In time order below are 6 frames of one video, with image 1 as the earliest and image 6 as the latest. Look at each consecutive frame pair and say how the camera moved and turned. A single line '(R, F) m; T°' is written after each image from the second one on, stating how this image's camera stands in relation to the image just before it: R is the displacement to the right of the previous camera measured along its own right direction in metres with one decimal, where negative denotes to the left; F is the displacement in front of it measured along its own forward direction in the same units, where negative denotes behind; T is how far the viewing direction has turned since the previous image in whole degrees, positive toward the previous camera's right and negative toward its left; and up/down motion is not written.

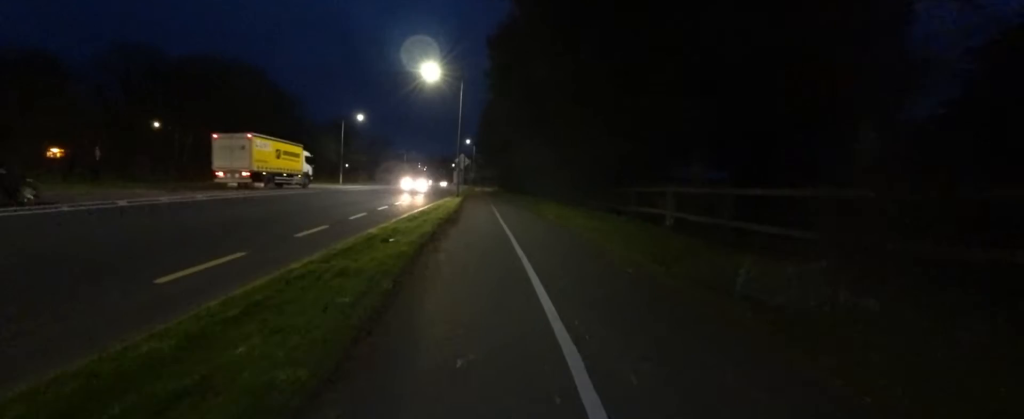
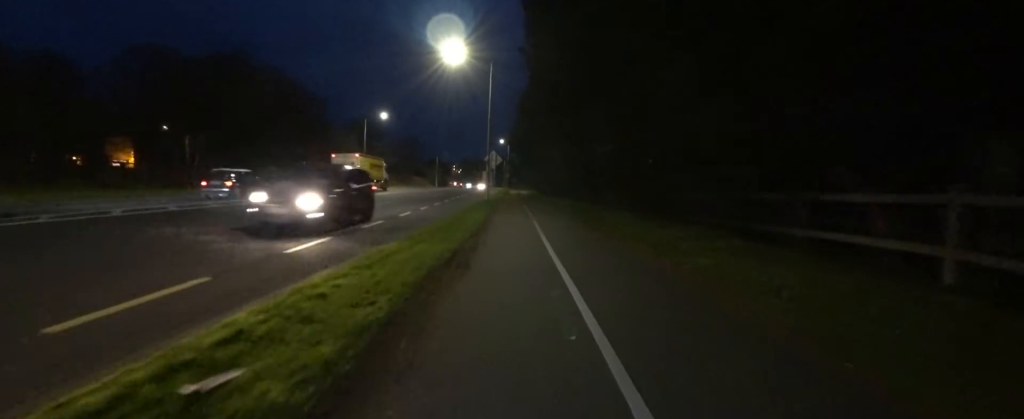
(-0.3, +6.2) m; 0°
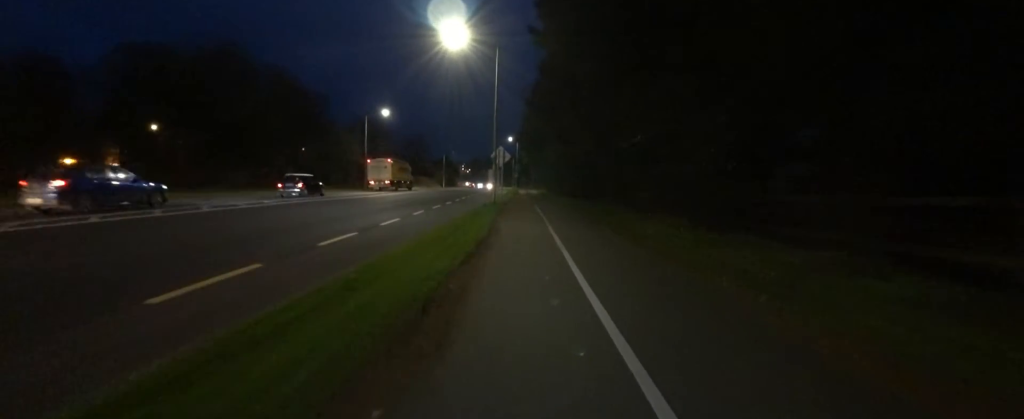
(0.0, +3.3) m; +2°
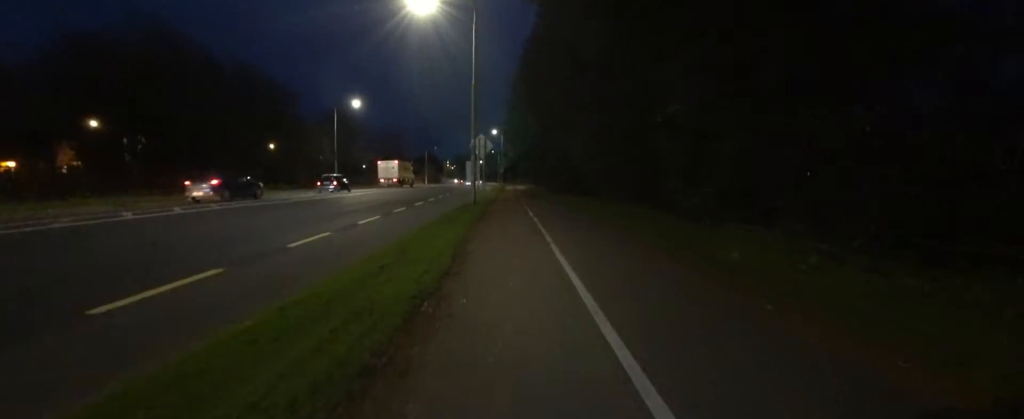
(+0.3, +4.5) m; 0°
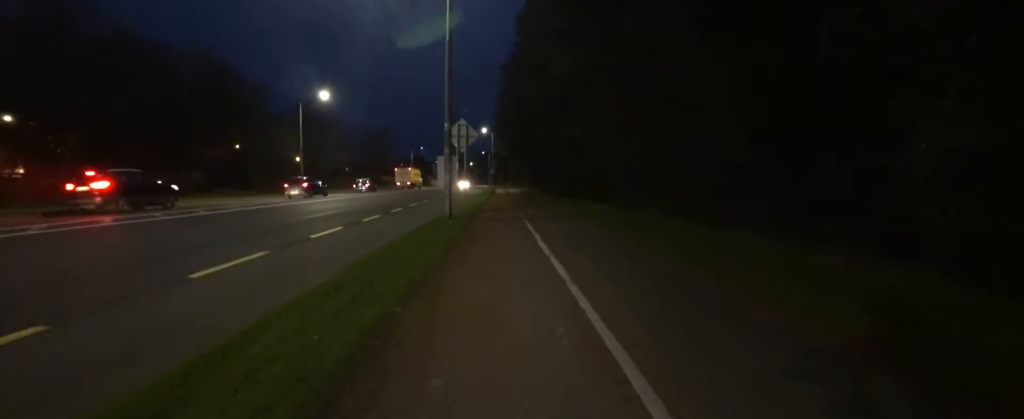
(-0.2, +6.5) m; 0°
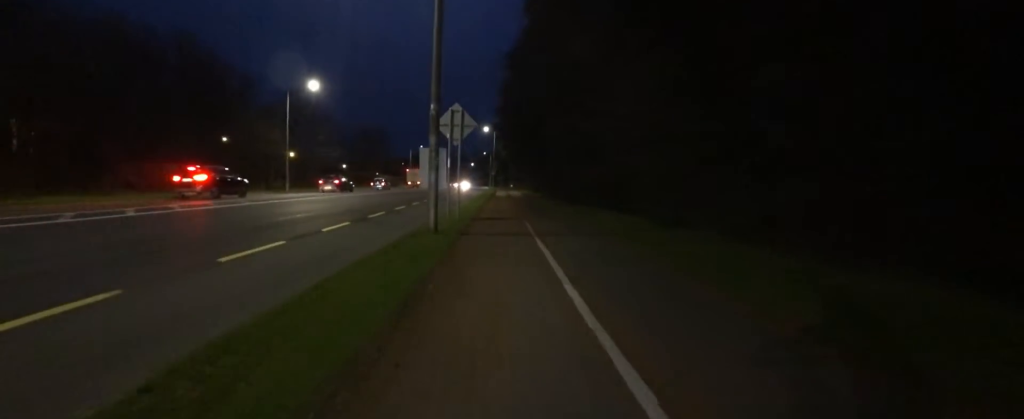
(+0.3, +3.2) m; 0°
